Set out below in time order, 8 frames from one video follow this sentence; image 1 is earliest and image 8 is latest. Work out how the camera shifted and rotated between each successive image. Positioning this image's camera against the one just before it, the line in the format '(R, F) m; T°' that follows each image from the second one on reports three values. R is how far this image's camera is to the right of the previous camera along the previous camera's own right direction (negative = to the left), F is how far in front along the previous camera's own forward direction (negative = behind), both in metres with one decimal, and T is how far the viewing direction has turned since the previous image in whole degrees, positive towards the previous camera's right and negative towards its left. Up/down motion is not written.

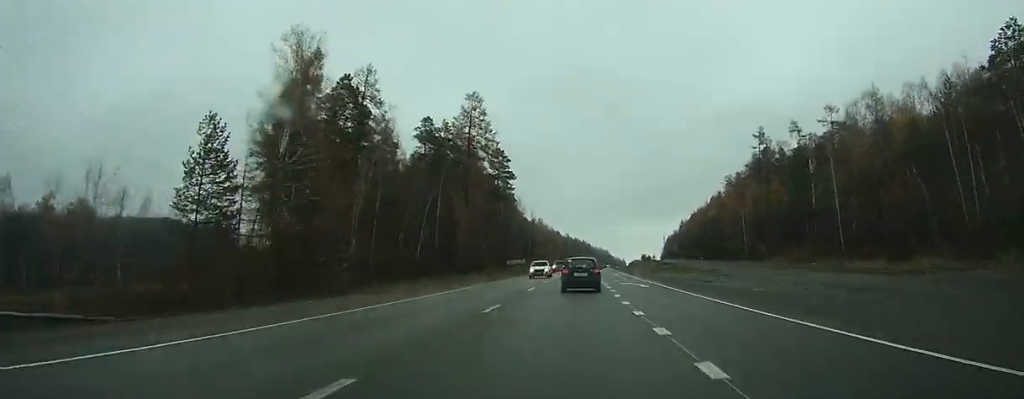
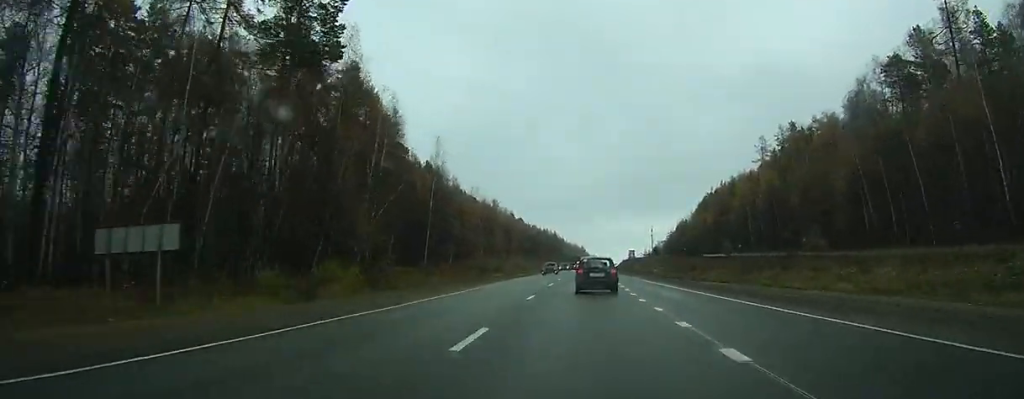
(+1.3, +91.1) m; +2°
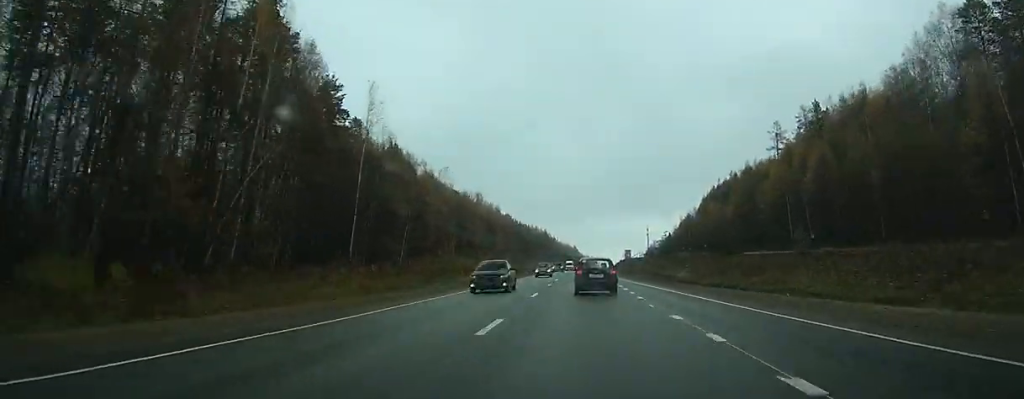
(-0.1, +22.4) m; +1°
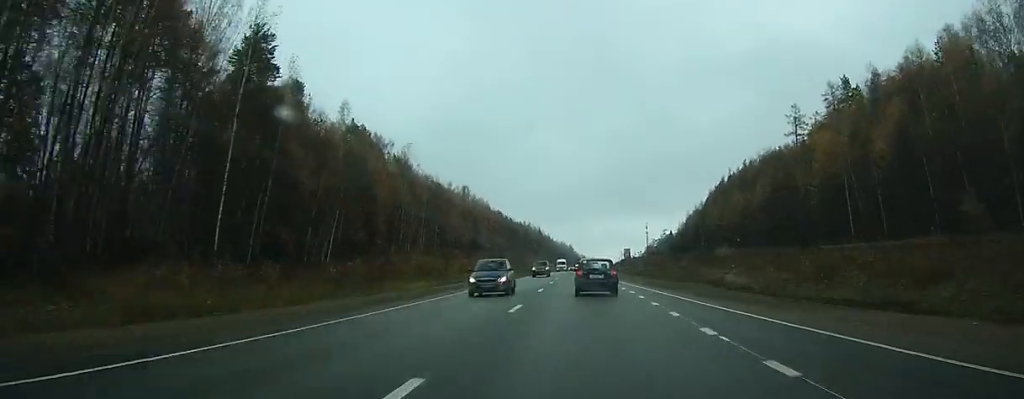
(+0.4, +19.2) m; +1°
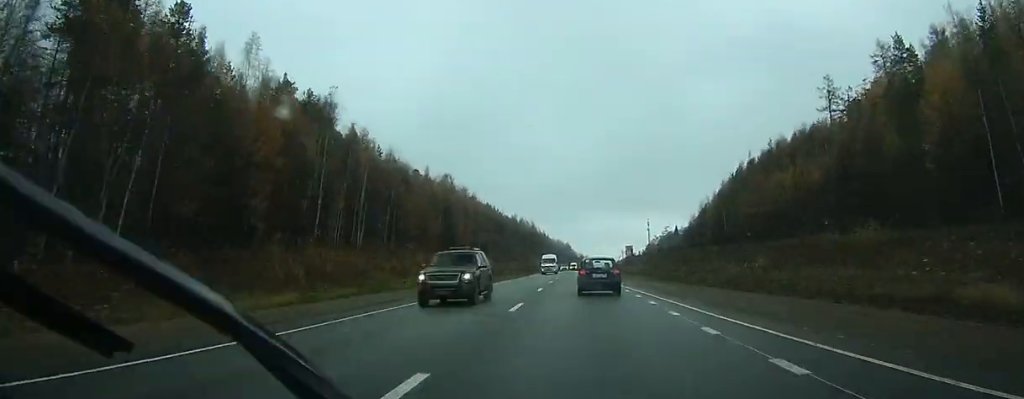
(+0.2, +24.0) m; +1°
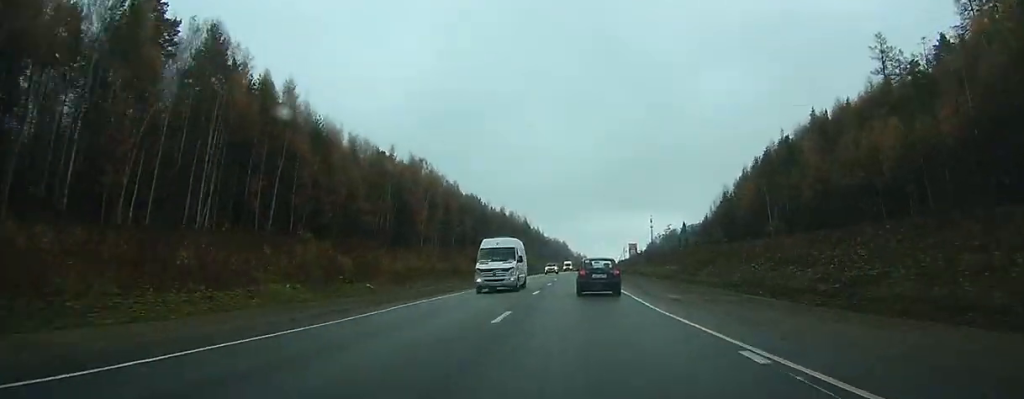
(+0.3, +27.3) m; +1°
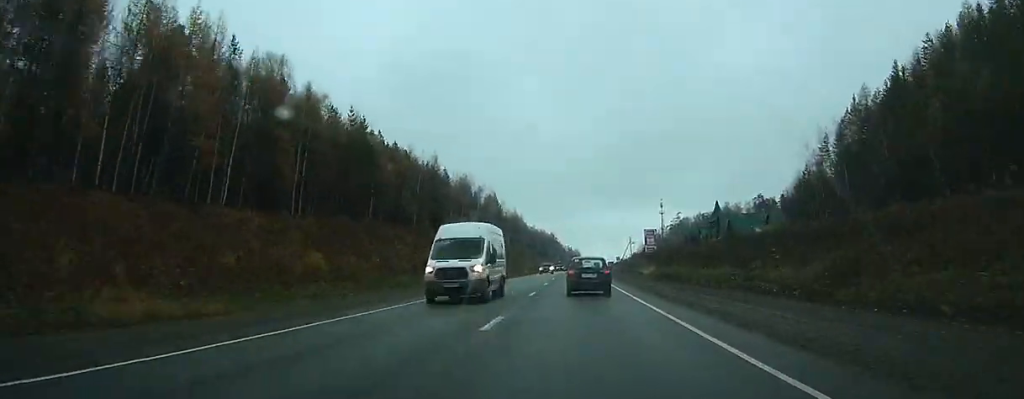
(+0.9, +74.0) m; +1°
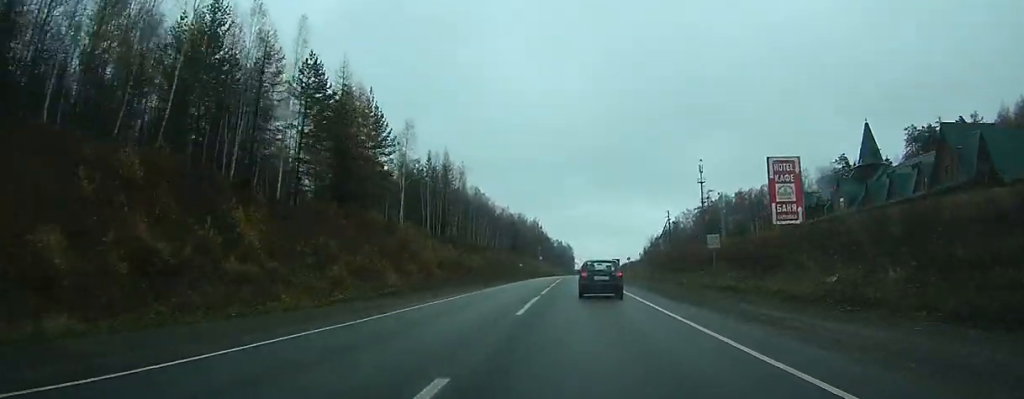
(-1.0, +103.9) m; 0°
